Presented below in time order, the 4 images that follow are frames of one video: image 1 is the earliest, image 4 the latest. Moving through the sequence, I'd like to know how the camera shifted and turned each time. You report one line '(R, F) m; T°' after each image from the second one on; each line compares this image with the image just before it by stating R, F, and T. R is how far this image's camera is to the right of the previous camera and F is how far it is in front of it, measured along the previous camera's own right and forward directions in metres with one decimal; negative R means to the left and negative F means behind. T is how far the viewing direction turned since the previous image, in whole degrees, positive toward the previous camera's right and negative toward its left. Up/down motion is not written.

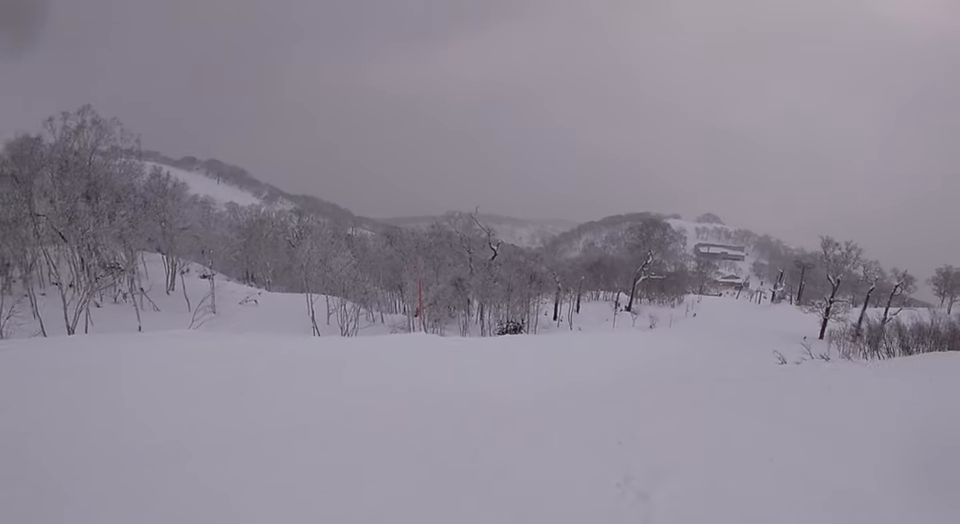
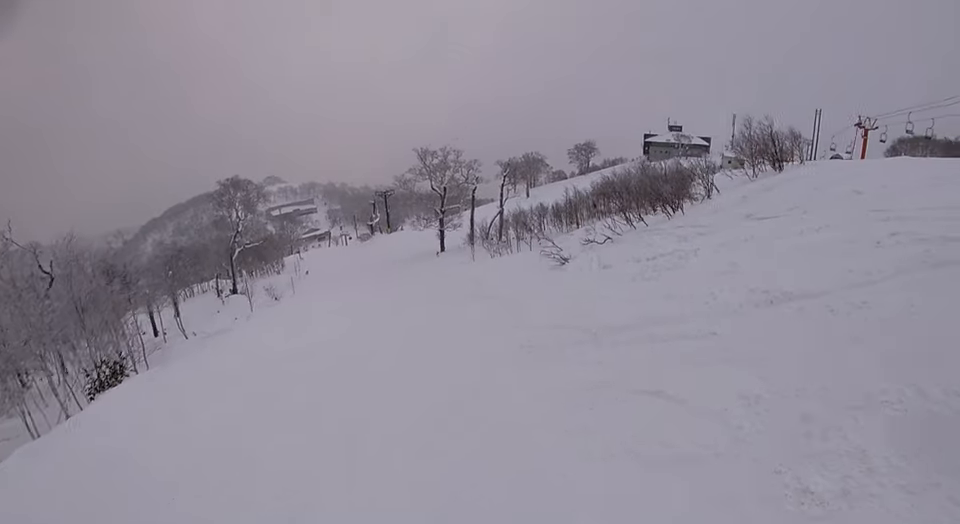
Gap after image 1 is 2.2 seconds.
(+3.5, +8.8) m; +49°
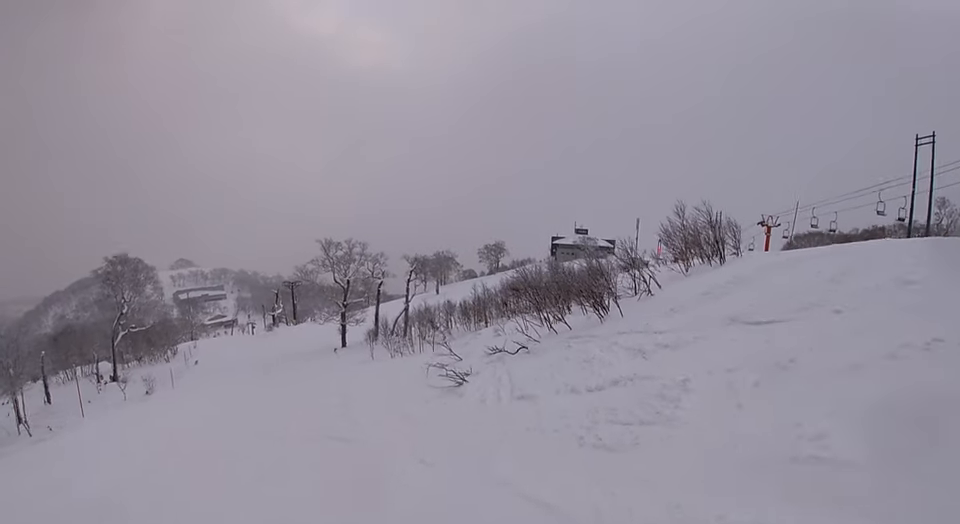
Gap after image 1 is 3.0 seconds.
(+1.0, +3.8) m; -1°
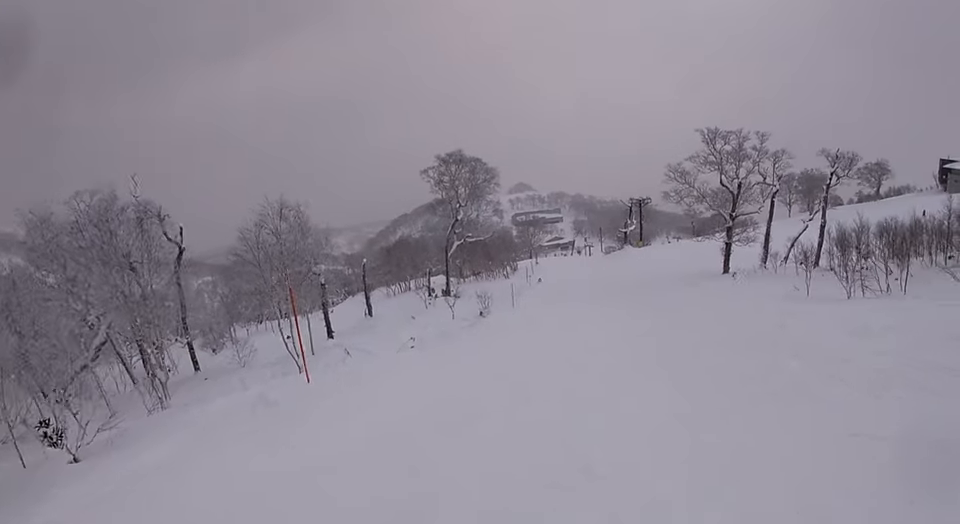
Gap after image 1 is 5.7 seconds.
(-6.6, +12.6) m; -13°
